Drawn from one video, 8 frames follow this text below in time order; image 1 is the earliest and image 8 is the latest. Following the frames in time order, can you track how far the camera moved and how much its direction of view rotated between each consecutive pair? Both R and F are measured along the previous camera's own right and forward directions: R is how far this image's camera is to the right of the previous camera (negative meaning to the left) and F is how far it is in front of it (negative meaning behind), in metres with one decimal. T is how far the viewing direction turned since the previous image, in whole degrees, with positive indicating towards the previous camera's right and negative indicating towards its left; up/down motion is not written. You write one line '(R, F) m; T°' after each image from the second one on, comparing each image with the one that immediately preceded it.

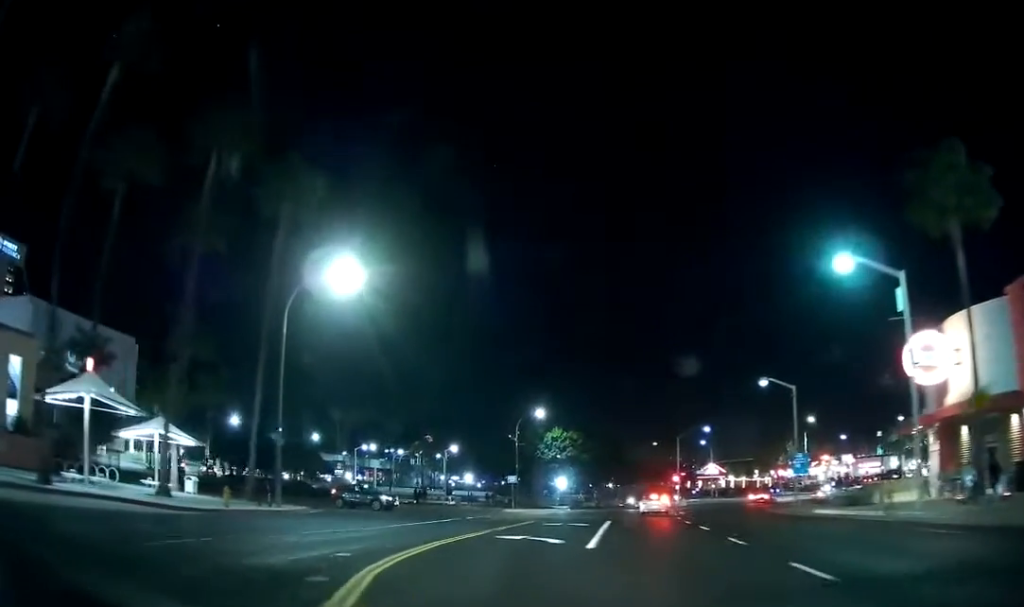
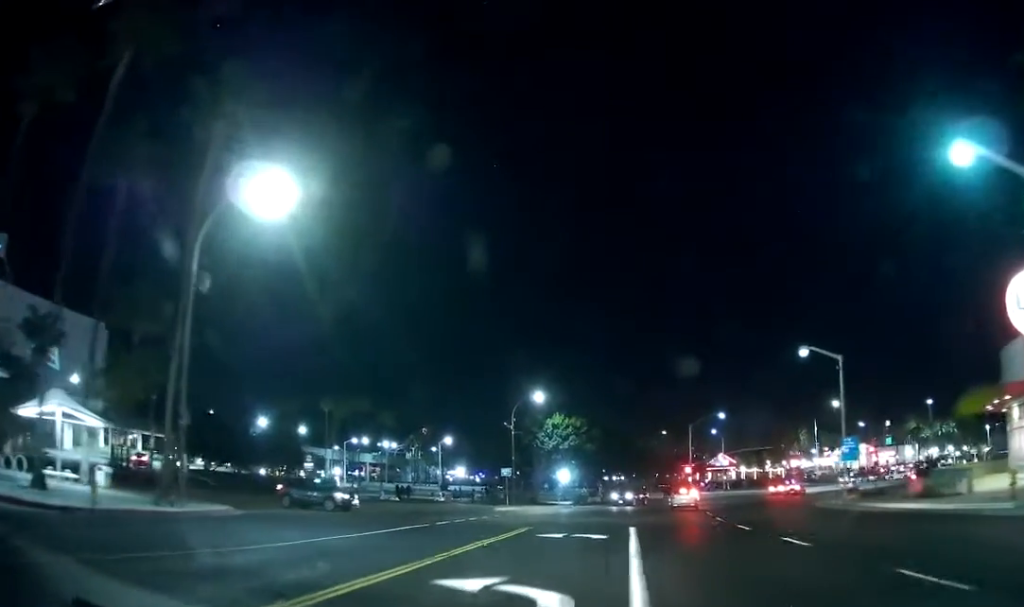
(0.0, +10.3) m; 0°
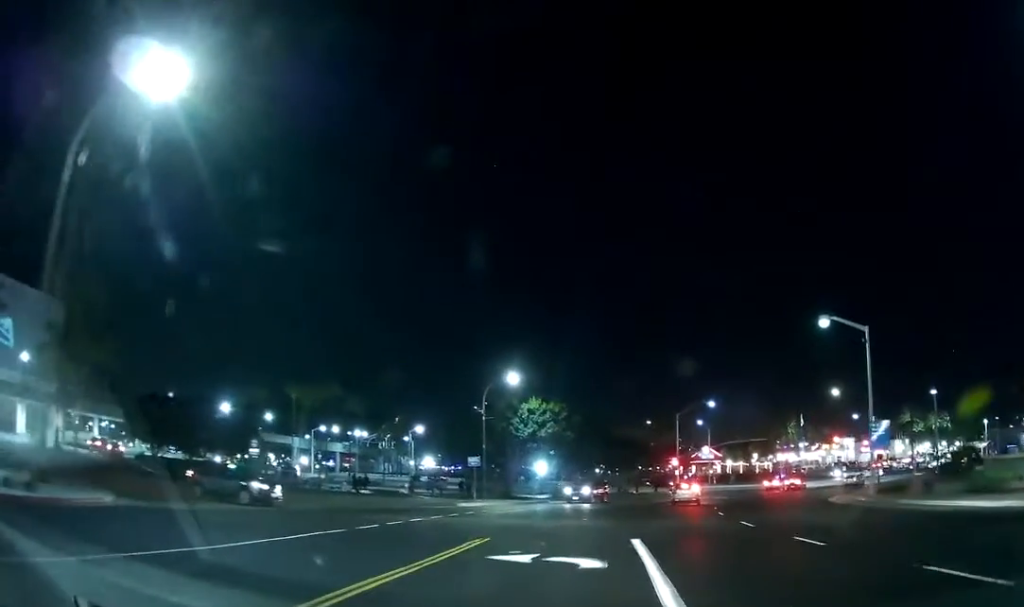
(0.0, +8.3) m; -2°
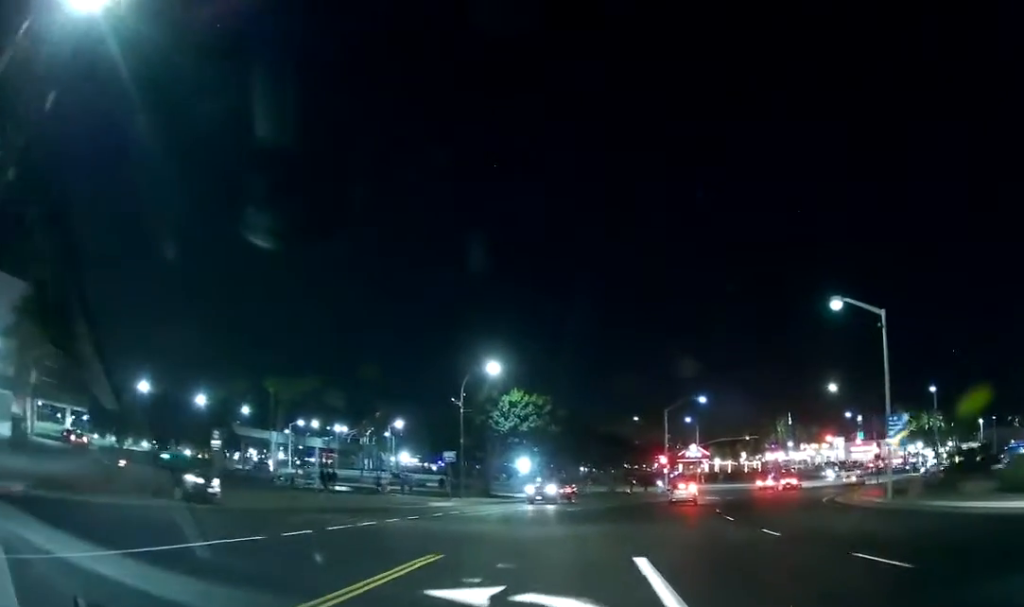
(+0.1, +4.7) m; -1°
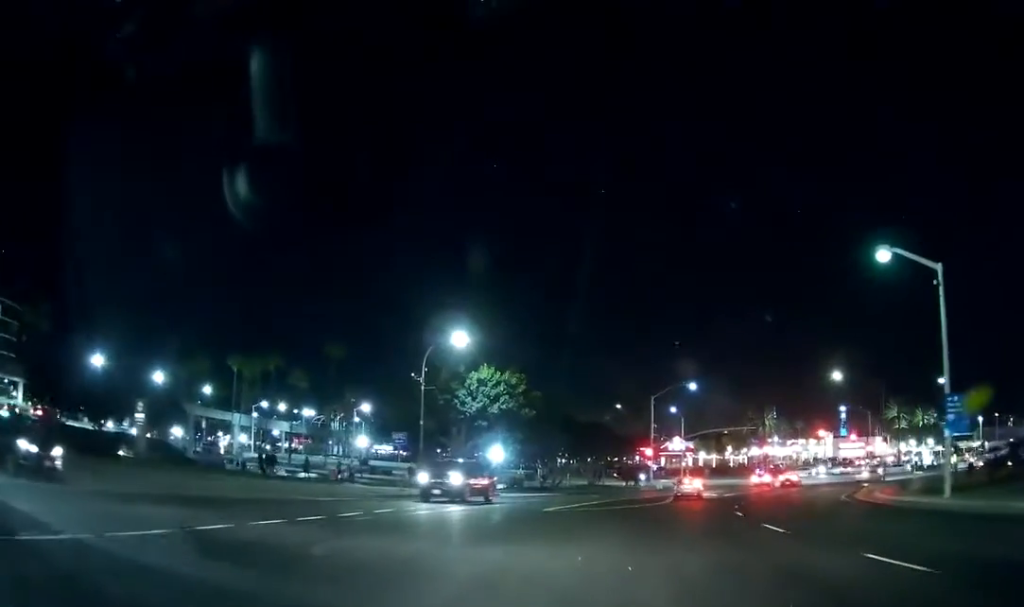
(-0.4, +9.2) m; +2°
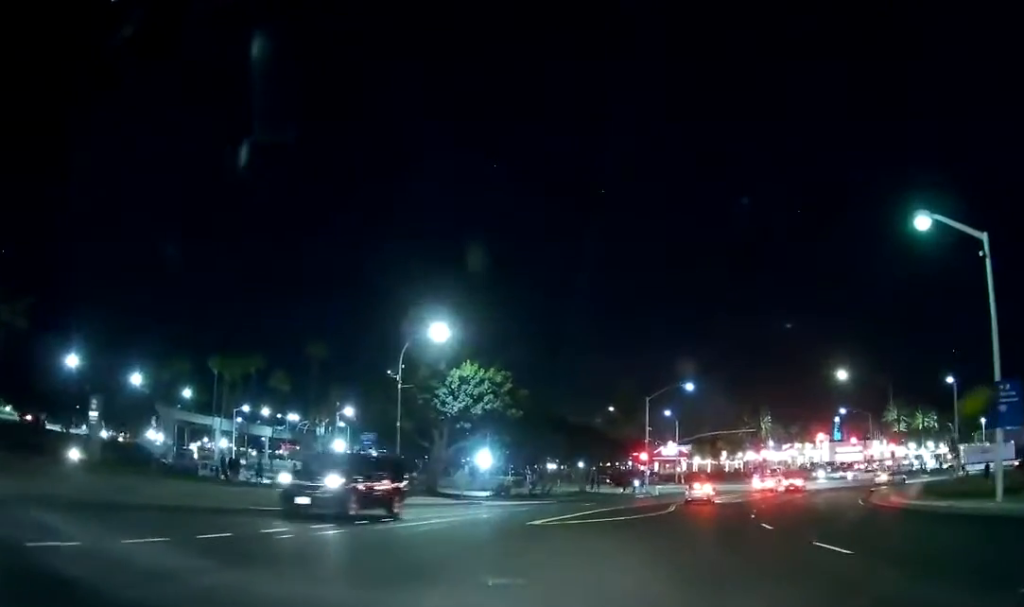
(+0.5, +5.6) m; +5°
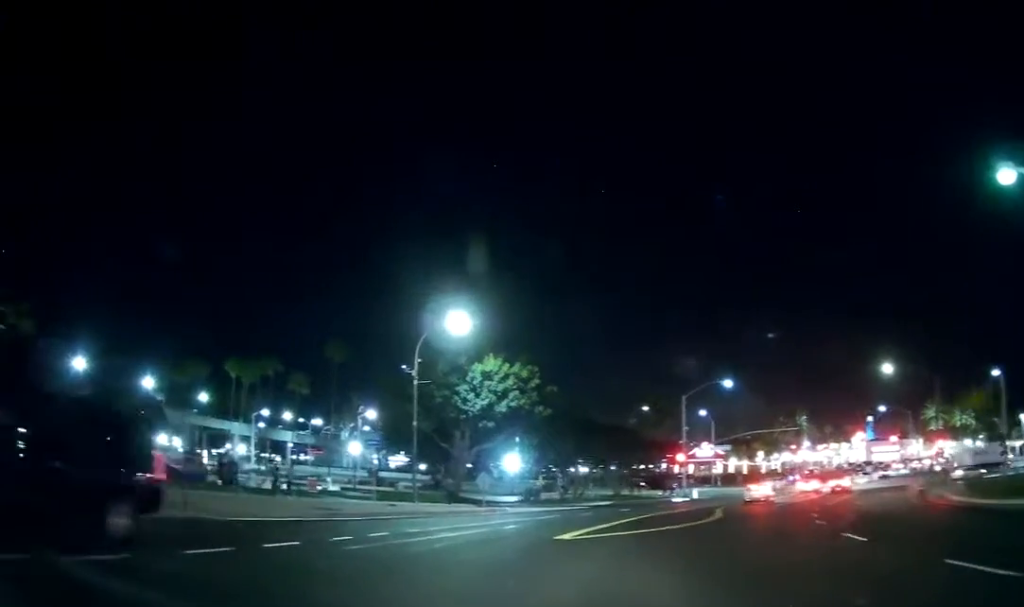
(0.0, +5.3) m; -2°
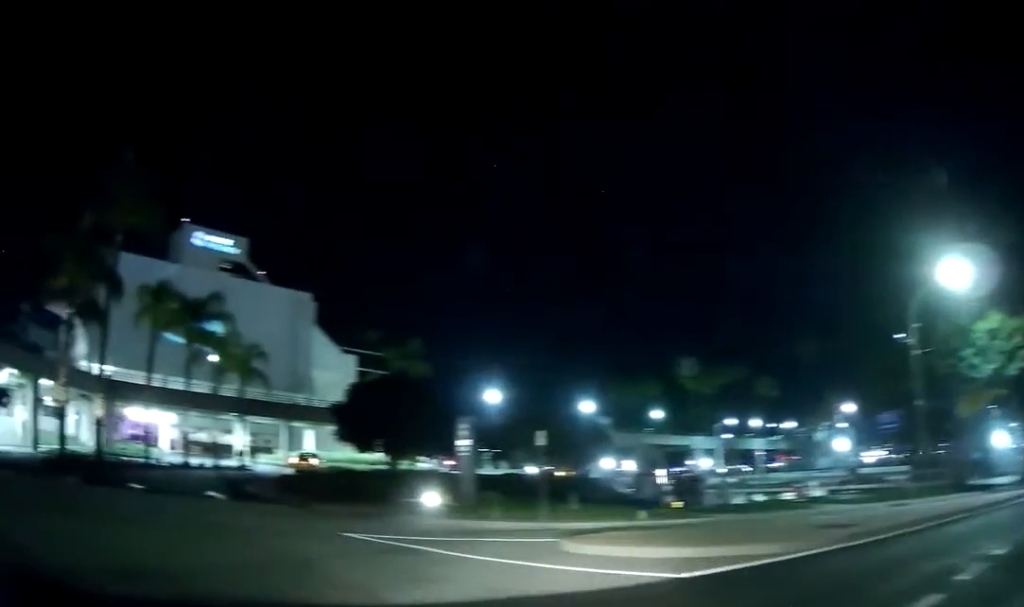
(-1.9, +7.3) m; -37°
